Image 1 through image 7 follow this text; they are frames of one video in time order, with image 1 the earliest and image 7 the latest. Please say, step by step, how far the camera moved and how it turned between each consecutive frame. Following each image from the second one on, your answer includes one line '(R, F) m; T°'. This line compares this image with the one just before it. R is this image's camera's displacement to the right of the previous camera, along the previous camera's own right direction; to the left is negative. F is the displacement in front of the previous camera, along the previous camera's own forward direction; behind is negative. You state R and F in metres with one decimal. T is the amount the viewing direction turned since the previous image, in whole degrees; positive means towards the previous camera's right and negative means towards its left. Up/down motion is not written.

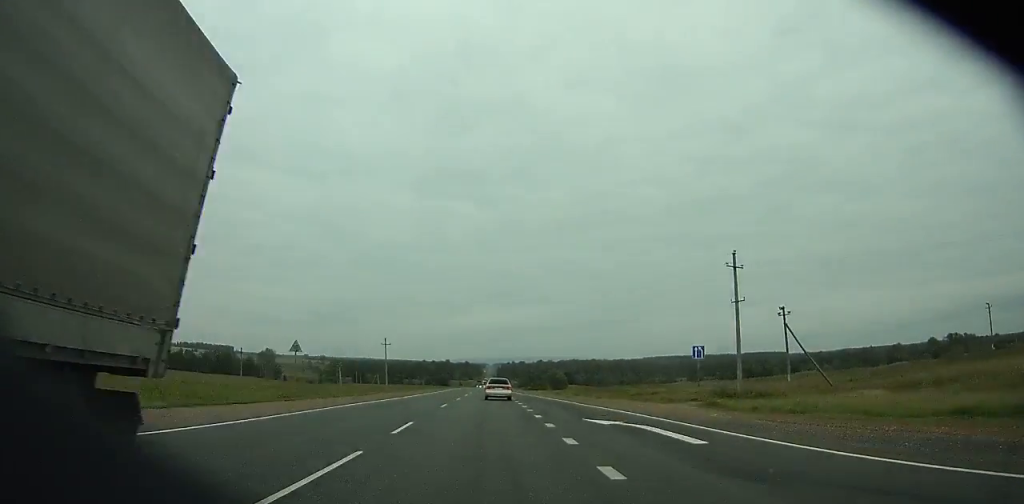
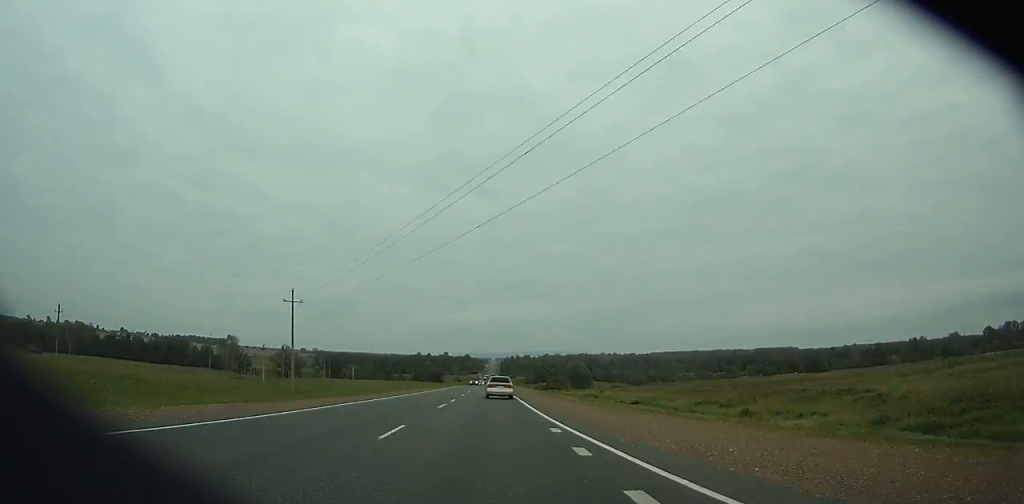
(+0.1, +73.3) m; 0°
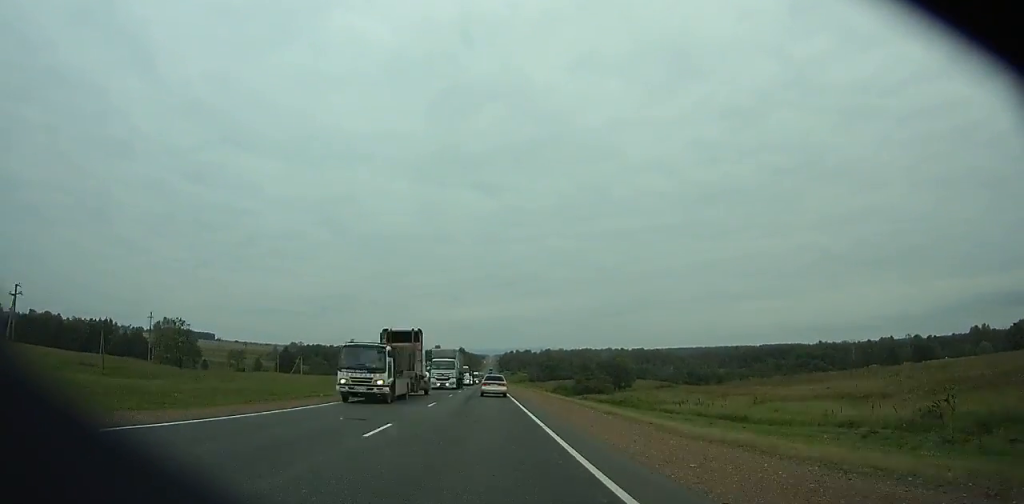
(+0.1, +79.0) m; 0°
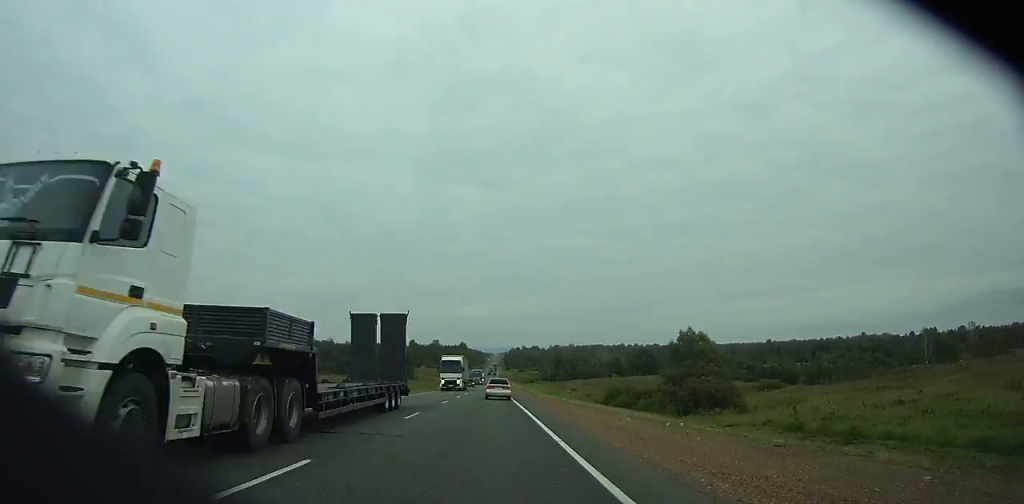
(-0.1, +65.5) m; 0°
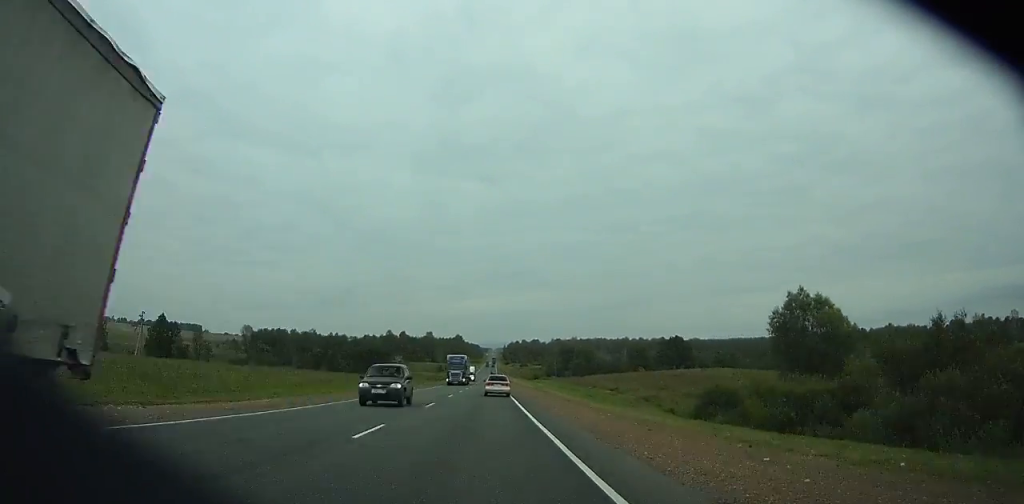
(-0.1, +41.5) m; 0°
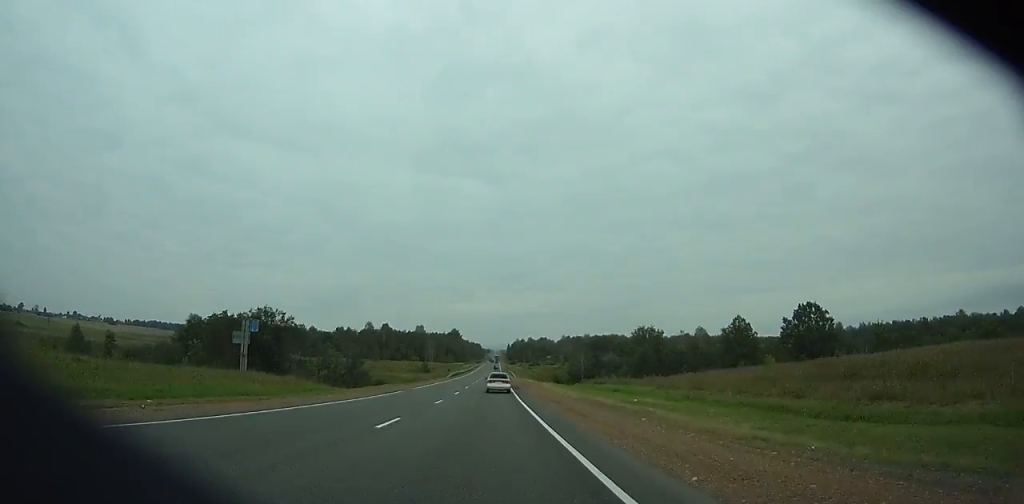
(+0.1, +81.8) m; 0°
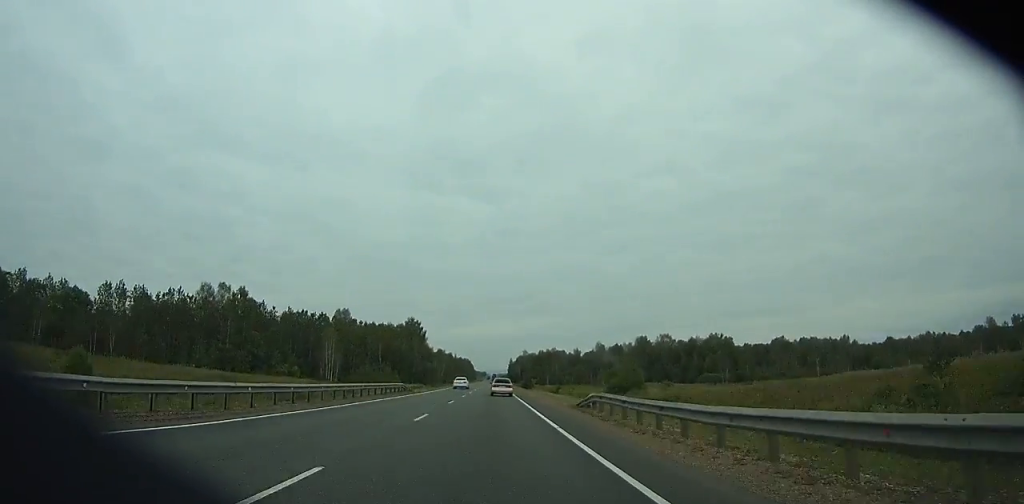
(-0.2, +212.0) m; 0°
